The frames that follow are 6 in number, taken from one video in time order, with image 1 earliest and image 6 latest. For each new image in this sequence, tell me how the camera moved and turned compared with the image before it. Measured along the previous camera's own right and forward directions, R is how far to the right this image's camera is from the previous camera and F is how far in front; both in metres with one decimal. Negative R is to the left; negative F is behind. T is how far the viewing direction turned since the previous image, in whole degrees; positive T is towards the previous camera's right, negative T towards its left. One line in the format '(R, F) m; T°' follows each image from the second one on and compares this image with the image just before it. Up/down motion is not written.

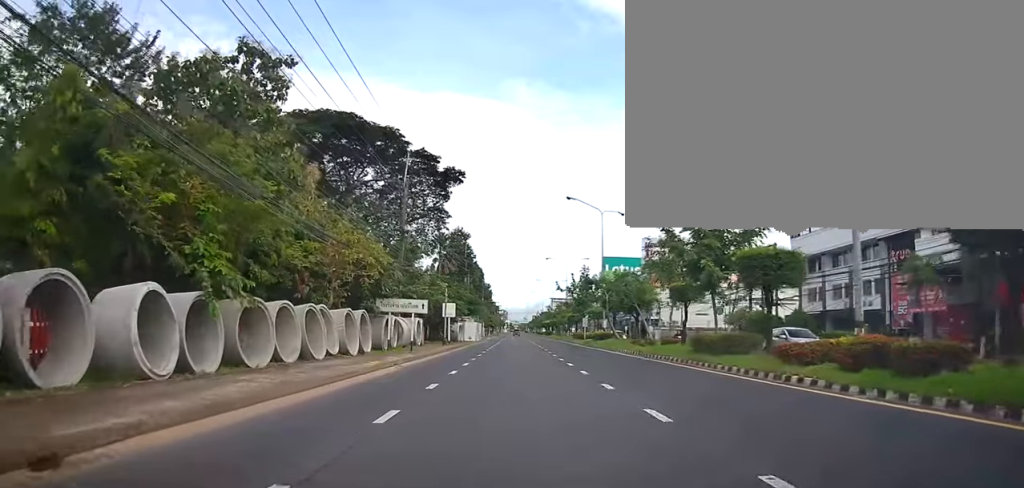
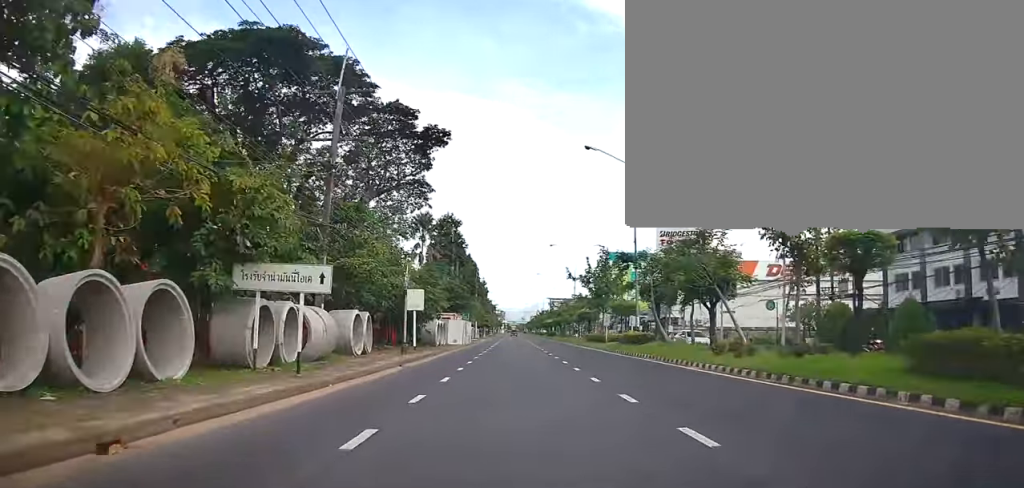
(-0.5, +14.2) m; 0°
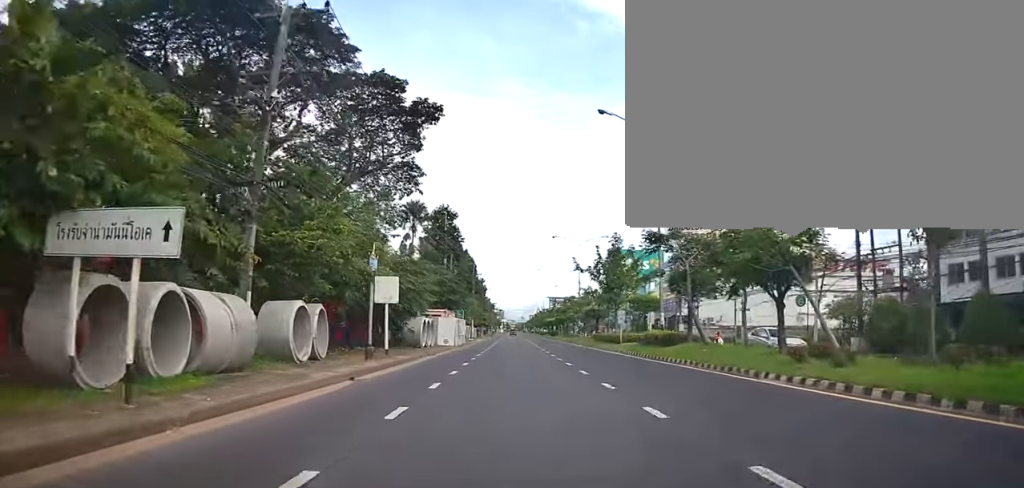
(-0.1, +6.1) m; +1°
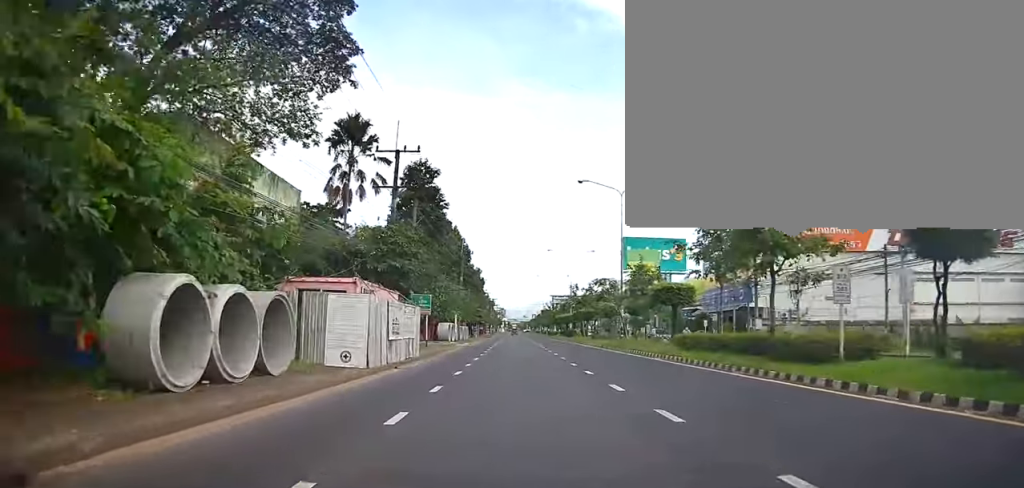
(+0.6, +25.1) m; 0°
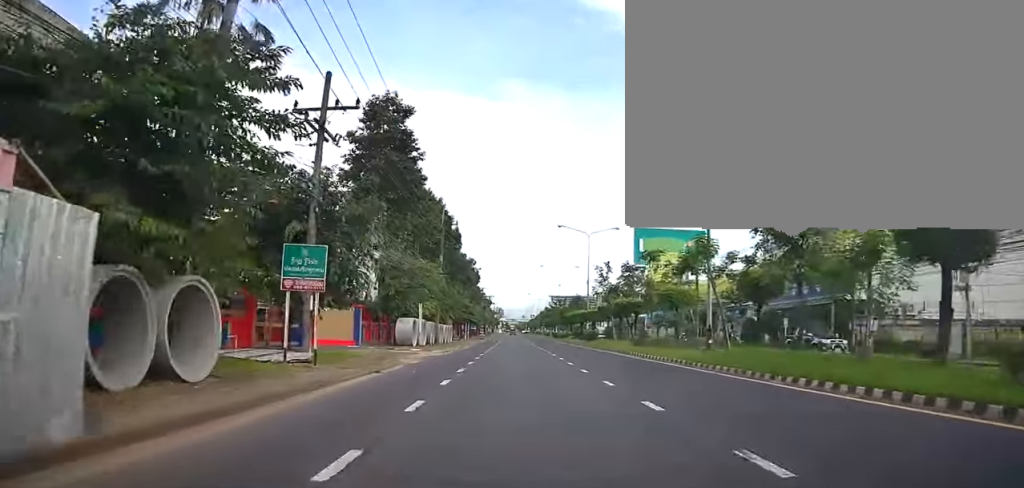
(-0.5, +19.4) m; +1°
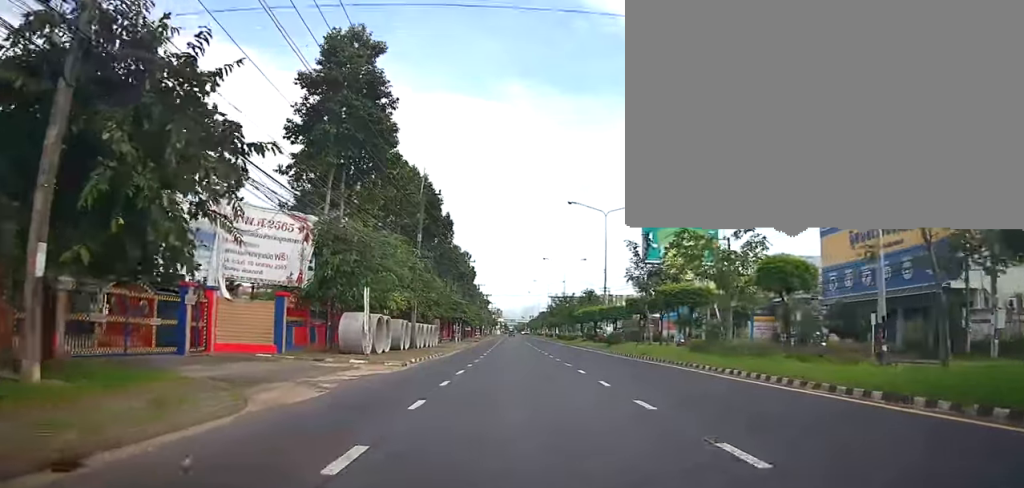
(+0.5, +11.8) m; +1°
